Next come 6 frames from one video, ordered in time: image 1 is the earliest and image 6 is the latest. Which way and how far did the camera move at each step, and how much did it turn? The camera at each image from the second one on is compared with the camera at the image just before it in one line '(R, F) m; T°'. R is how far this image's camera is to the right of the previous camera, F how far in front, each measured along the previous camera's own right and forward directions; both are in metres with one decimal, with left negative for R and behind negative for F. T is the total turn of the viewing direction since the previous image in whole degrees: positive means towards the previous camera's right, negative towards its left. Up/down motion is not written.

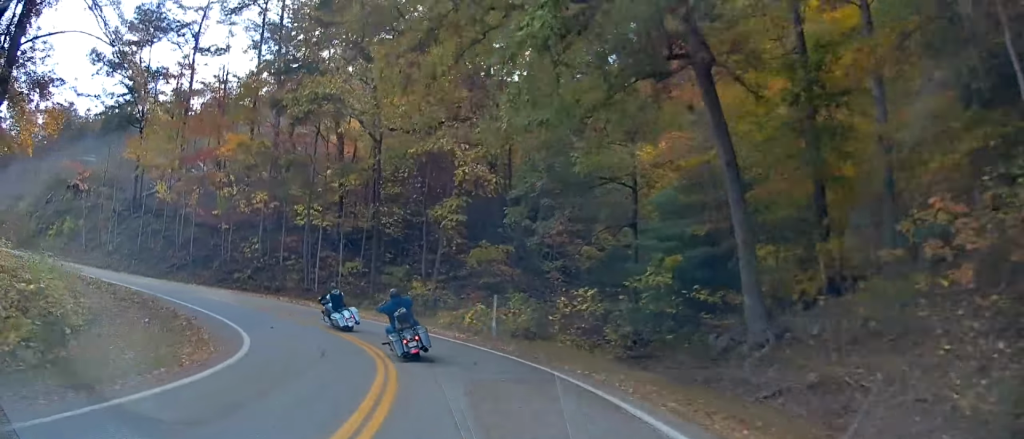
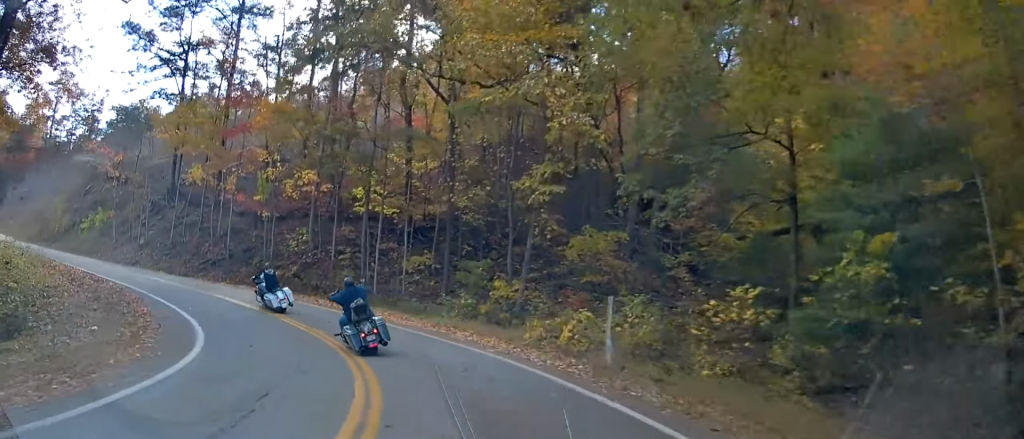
(-0.4, +7.2) m; -9°
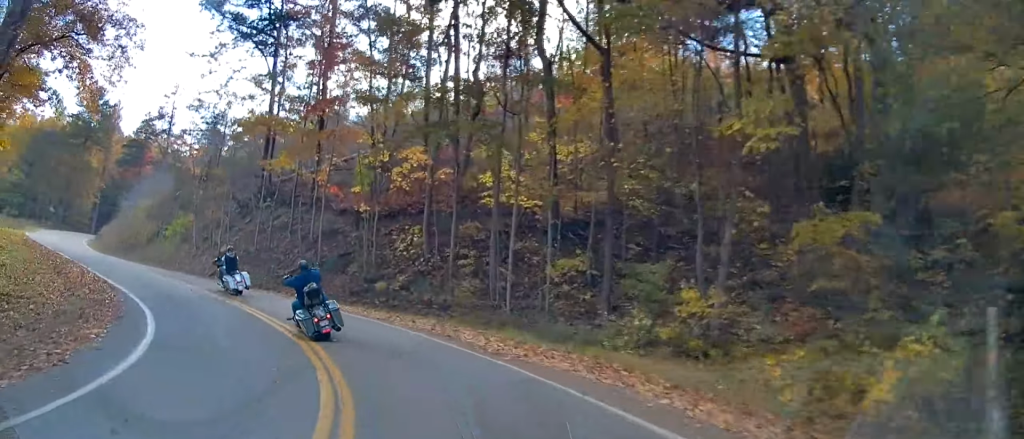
(-0.6, +7.7) m; -14°
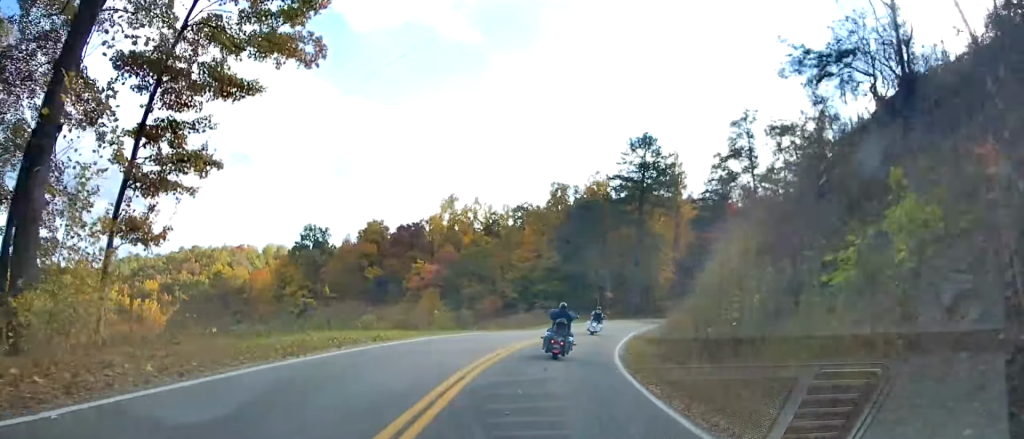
(-13.3, +29.6) m; -49°
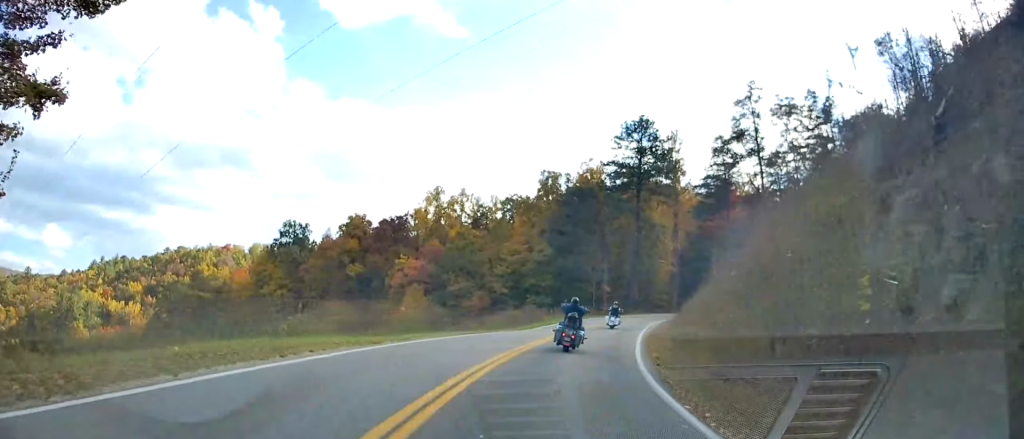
(-0.7, +7.3) m; -2°
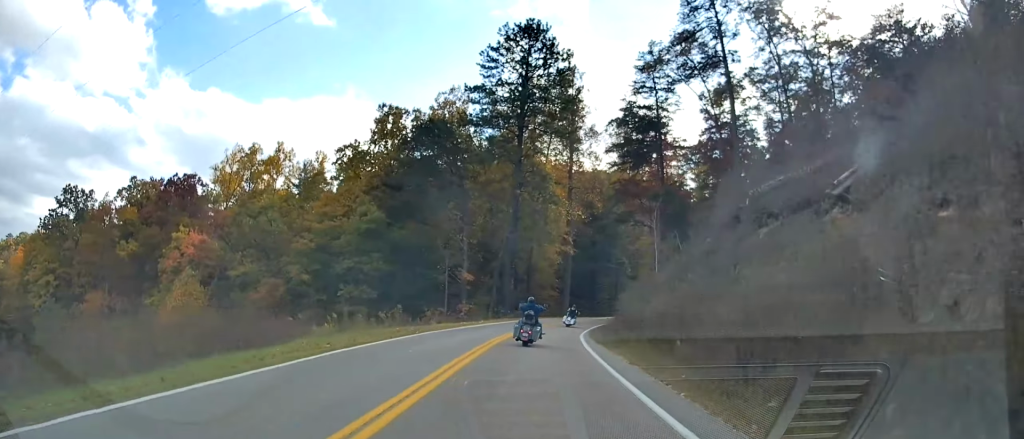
(+1.5, +37.4) m; +9°
